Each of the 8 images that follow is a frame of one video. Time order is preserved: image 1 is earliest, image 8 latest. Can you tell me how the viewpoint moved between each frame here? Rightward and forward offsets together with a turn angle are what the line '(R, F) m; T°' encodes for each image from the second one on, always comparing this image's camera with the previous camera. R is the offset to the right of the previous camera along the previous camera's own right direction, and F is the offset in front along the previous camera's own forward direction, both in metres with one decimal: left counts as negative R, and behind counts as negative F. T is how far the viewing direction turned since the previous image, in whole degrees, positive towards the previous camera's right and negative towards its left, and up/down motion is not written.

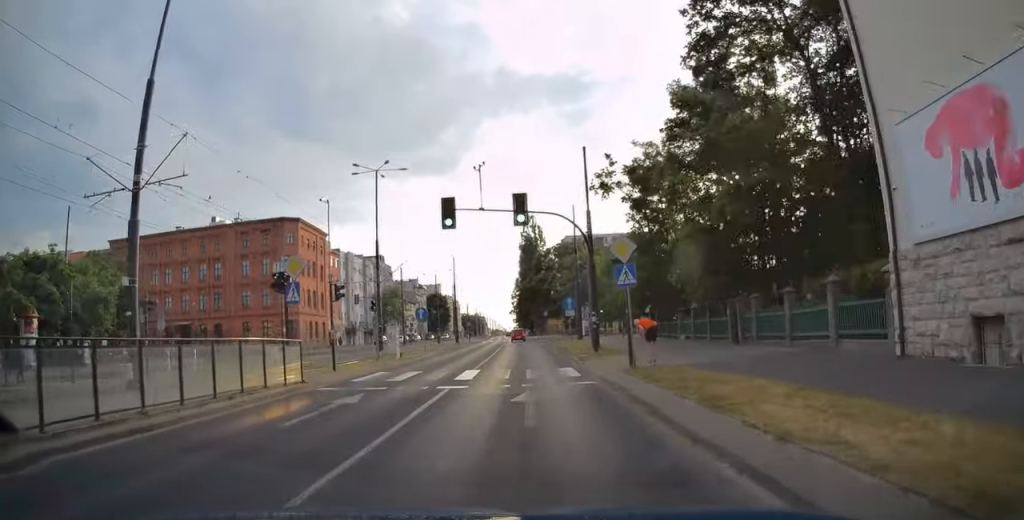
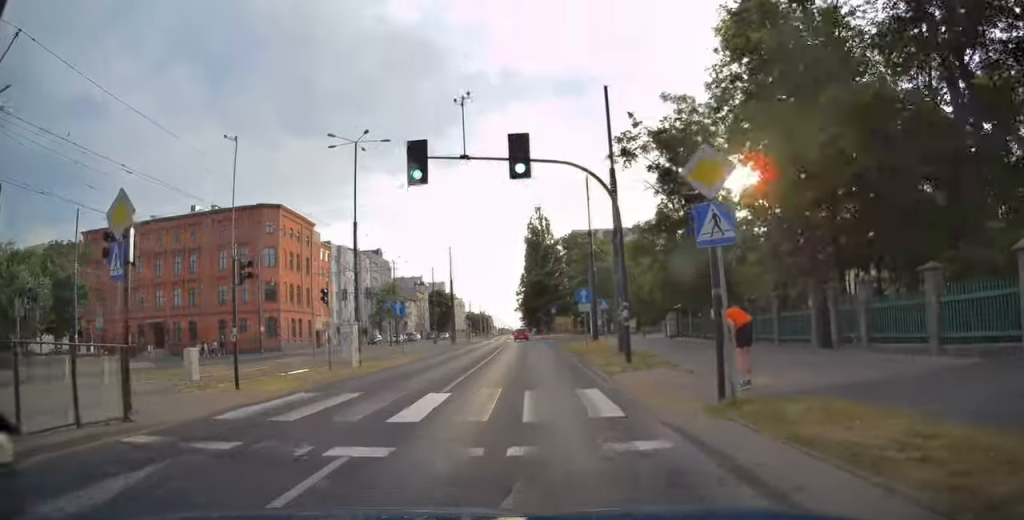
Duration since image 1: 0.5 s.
(-0.1, +7.5) m; -1°
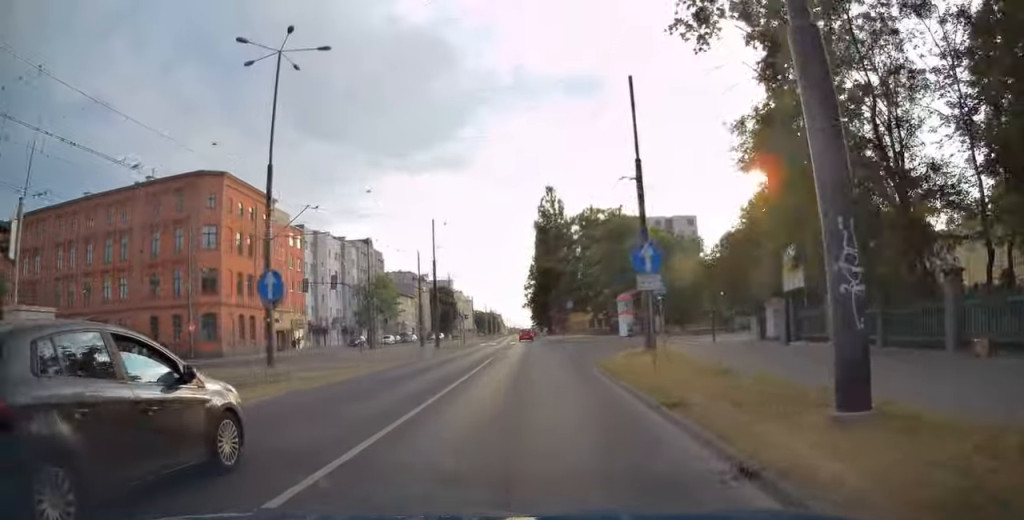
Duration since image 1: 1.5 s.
(0.0, +14.8) m; -1°
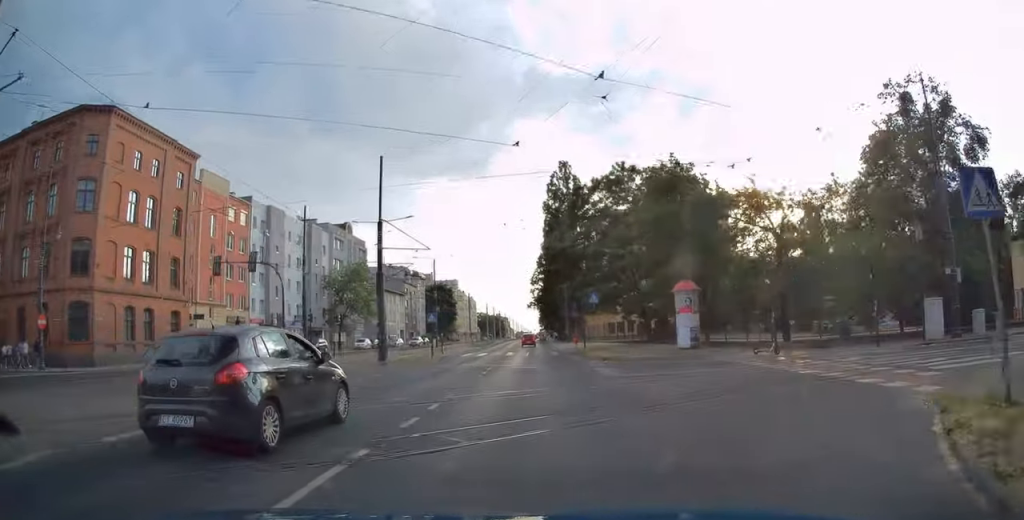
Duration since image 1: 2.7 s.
(-0.2, +18.1) m; -1°
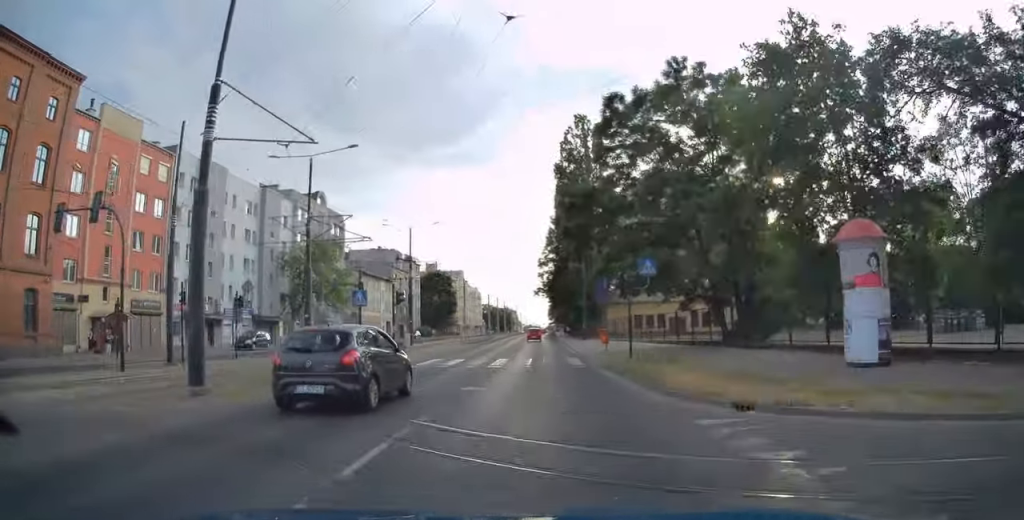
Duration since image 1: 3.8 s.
(-0.1, +18.7) m; -1°
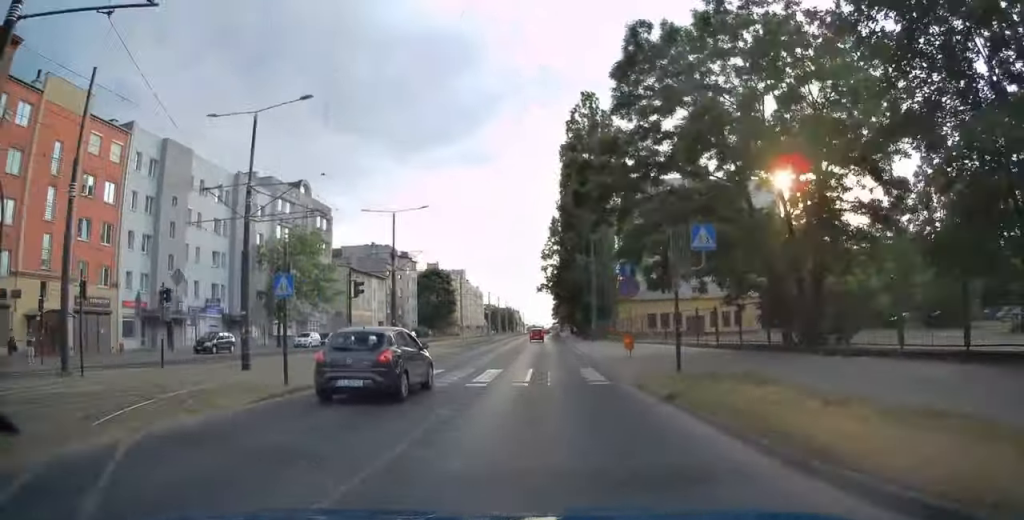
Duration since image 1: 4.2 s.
(-0.1, +7.5) m; 0°
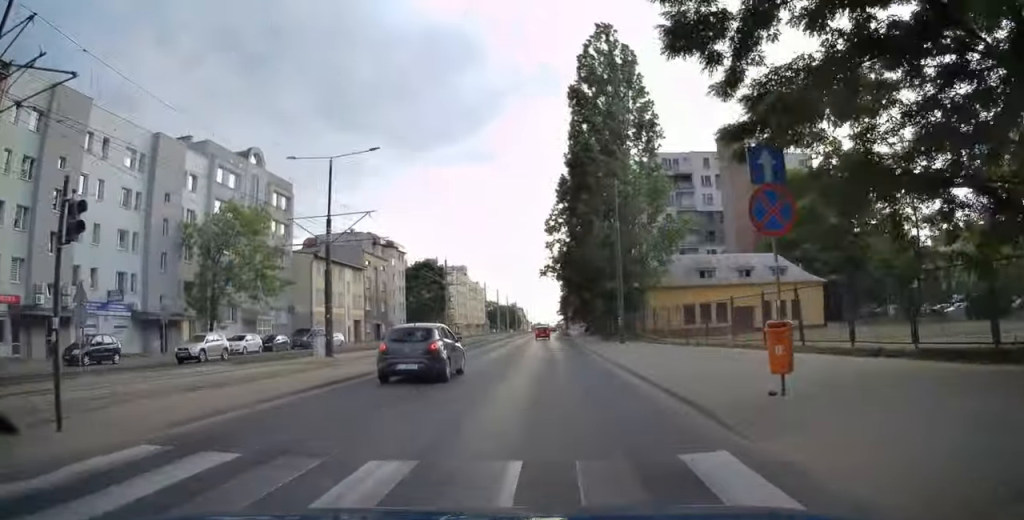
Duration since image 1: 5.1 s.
(-0.1, +15.3) m; 0°
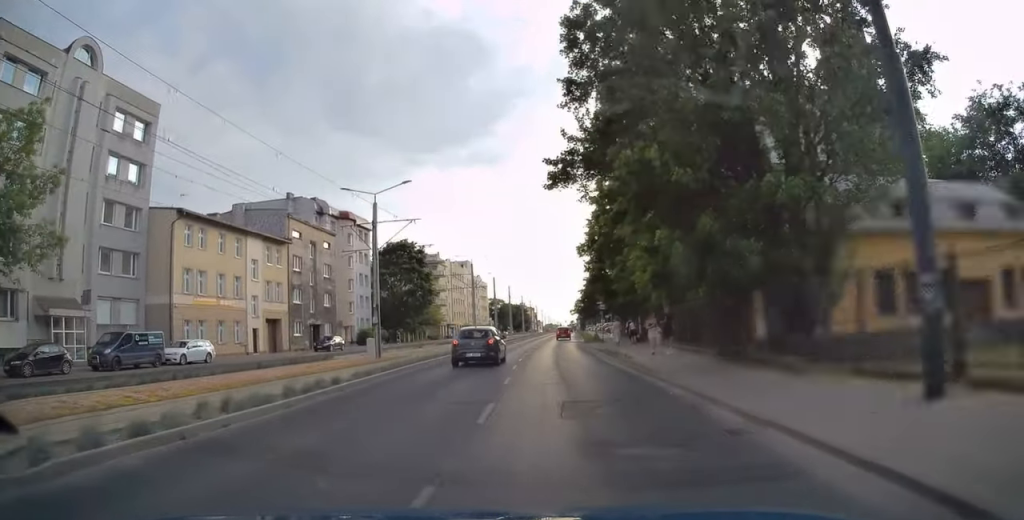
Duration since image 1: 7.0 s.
(-0.1, +29.7) m; 0°
